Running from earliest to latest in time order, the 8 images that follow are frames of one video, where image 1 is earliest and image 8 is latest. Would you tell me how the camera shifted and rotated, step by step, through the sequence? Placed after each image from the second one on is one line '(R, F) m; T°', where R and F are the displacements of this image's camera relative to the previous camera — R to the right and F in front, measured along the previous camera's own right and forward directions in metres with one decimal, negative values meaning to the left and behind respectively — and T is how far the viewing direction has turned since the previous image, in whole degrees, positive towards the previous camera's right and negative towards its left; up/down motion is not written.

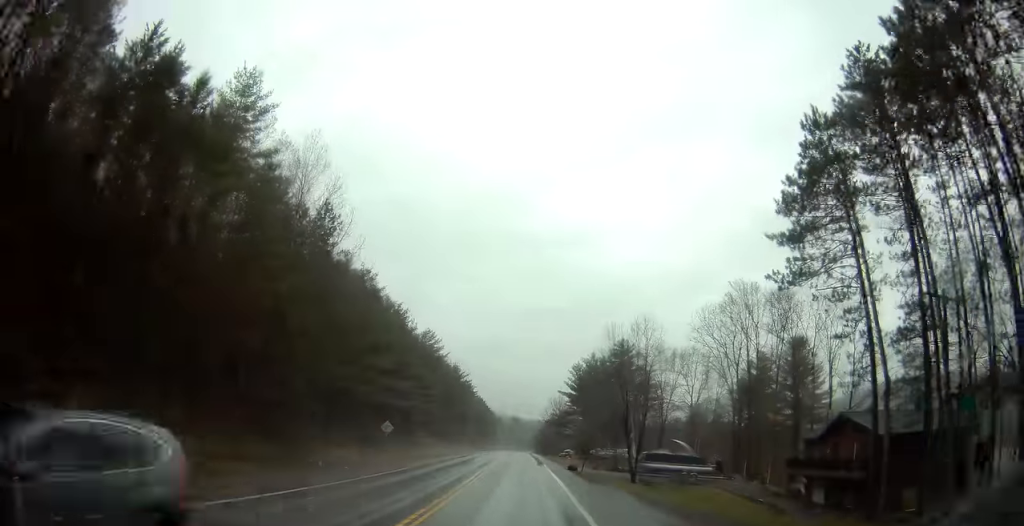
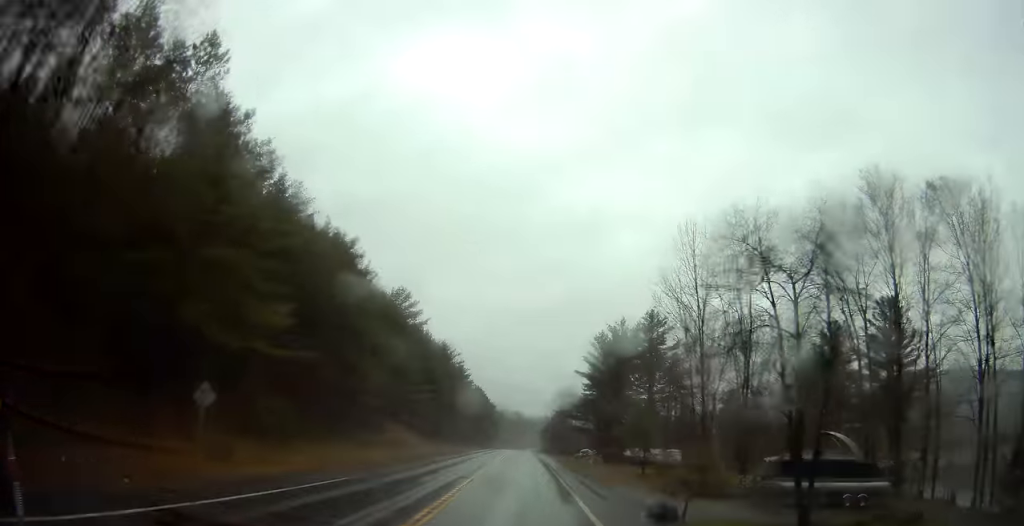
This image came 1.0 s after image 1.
(-0.8, +27.2) m; -1°
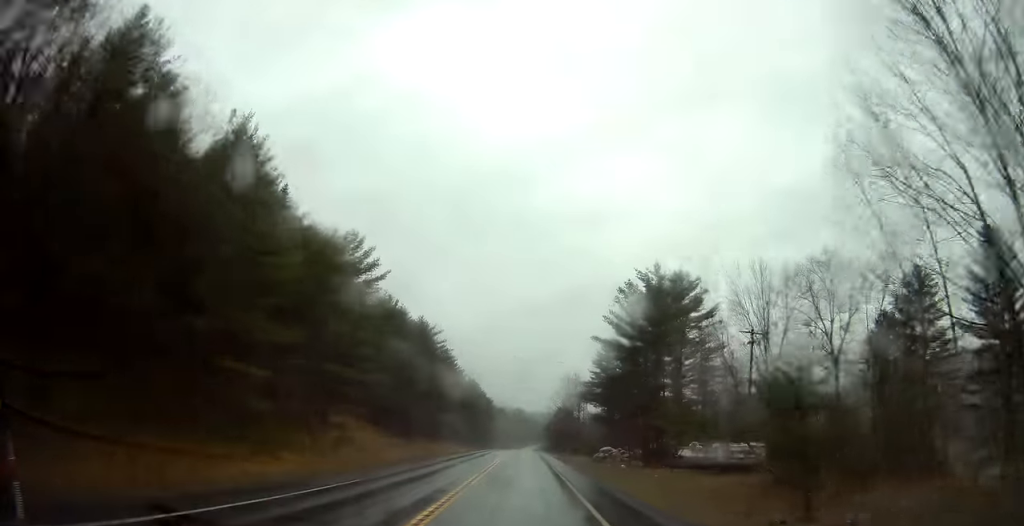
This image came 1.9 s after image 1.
(+0.3, +22.8) m; +1°
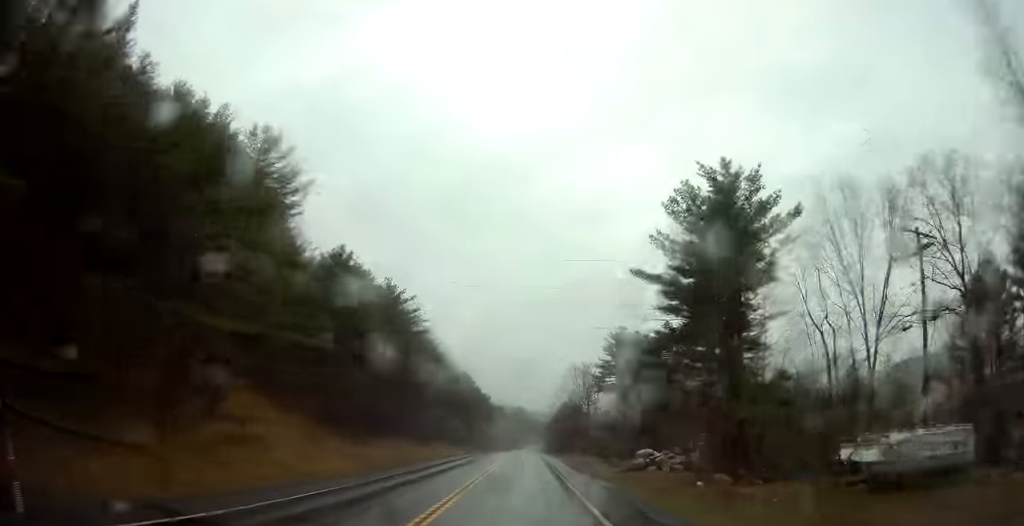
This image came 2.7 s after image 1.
(+0.1, +22.0) m; 0°
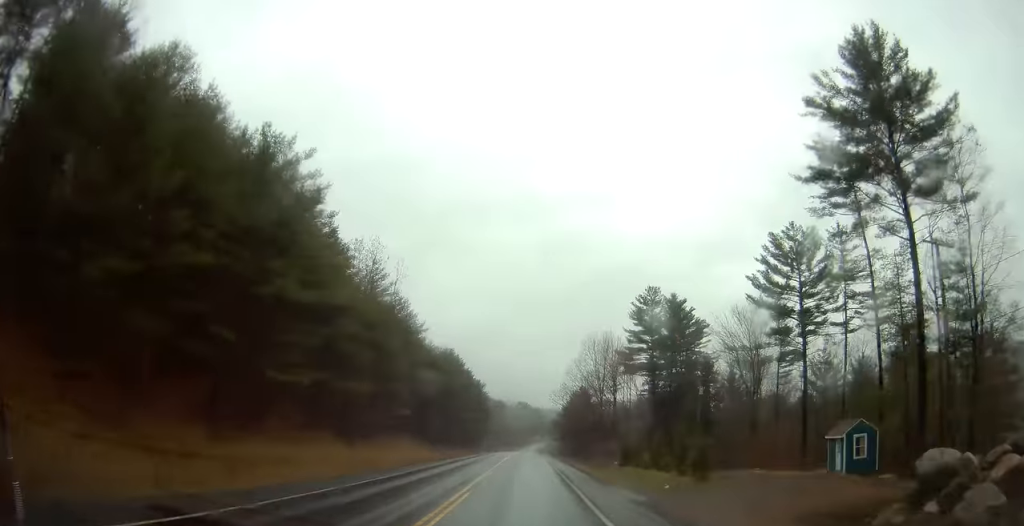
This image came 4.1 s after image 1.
(-0.5, +35.1) m; 0°
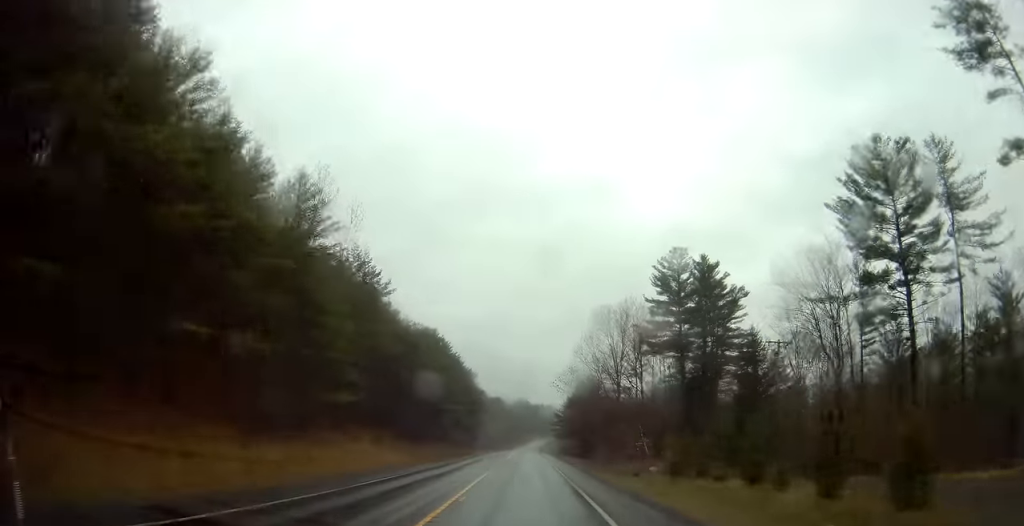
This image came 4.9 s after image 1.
(+0.3, +21.0) m; 0°
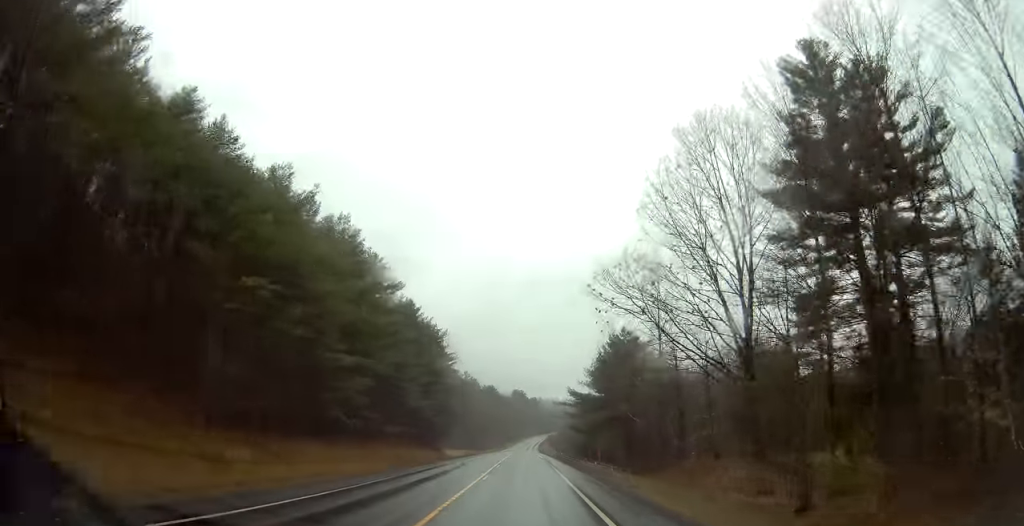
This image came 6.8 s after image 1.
(-0.1, +50.9) m; +1°
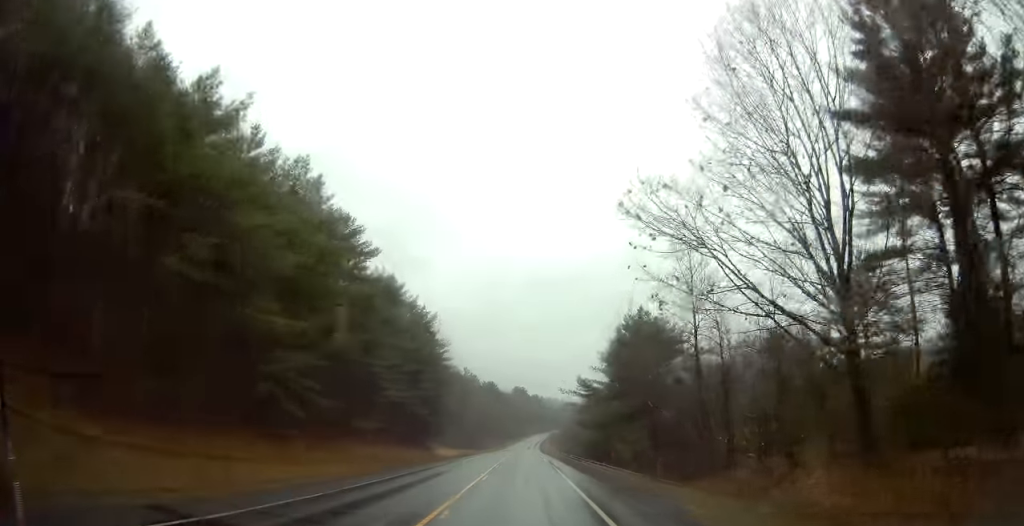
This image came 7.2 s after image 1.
(+0.1, +11.4) m; 0°
